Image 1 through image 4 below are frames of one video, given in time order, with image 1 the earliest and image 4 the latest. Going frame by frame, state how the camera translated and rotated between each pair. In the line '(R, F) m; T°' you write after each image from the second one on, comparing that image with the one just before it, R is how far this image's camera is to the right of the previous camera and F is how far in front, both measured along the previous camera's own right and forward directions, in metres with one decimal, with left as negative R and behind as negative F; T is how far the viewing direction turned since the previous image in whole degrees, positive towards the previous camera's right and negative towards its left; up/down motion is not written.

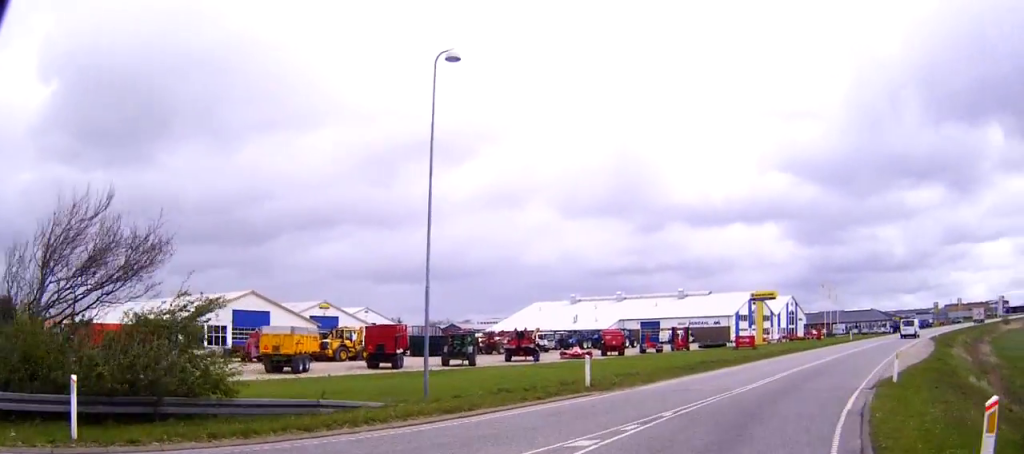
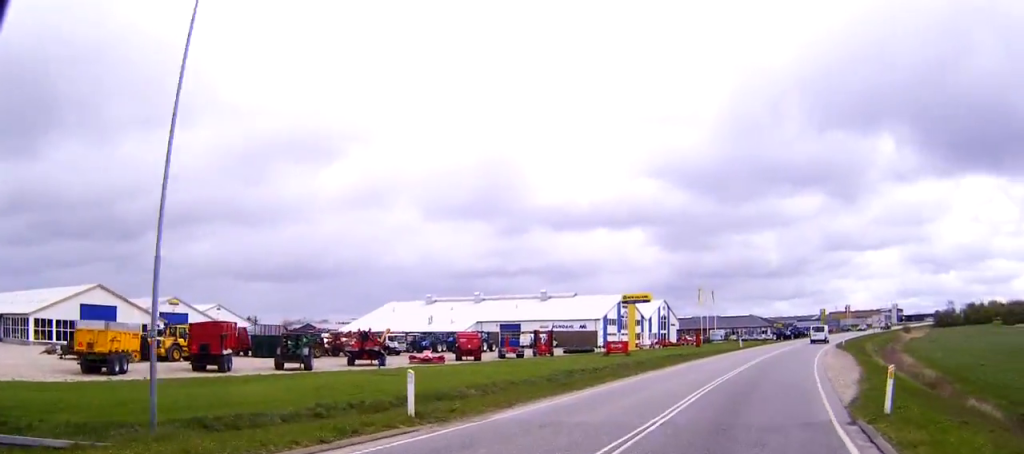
(+0.5, +7.3) m; +9°
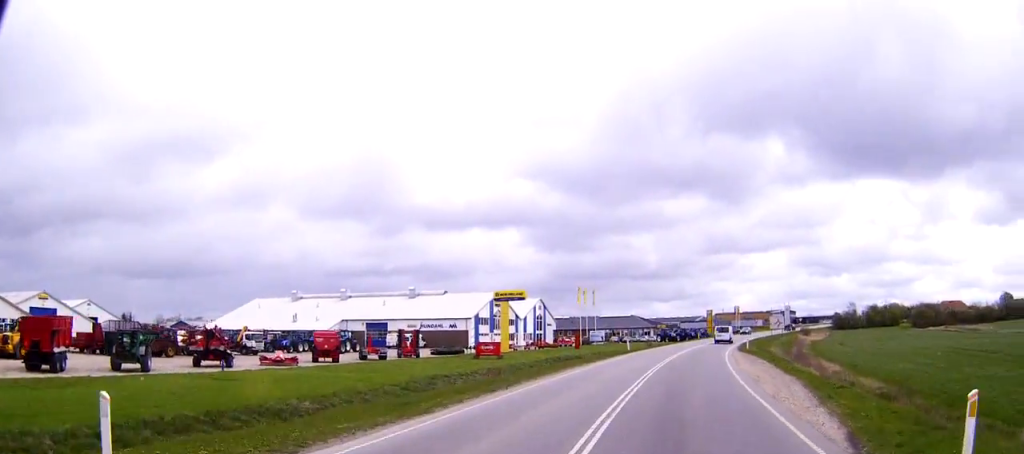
(+0.5, +6.9) m; +10°
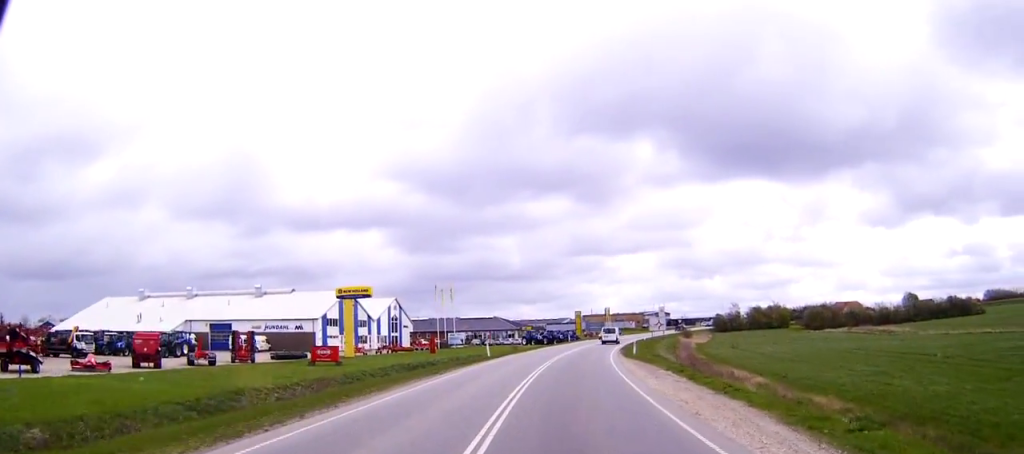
(+1.2, +10.3) m; +9°
